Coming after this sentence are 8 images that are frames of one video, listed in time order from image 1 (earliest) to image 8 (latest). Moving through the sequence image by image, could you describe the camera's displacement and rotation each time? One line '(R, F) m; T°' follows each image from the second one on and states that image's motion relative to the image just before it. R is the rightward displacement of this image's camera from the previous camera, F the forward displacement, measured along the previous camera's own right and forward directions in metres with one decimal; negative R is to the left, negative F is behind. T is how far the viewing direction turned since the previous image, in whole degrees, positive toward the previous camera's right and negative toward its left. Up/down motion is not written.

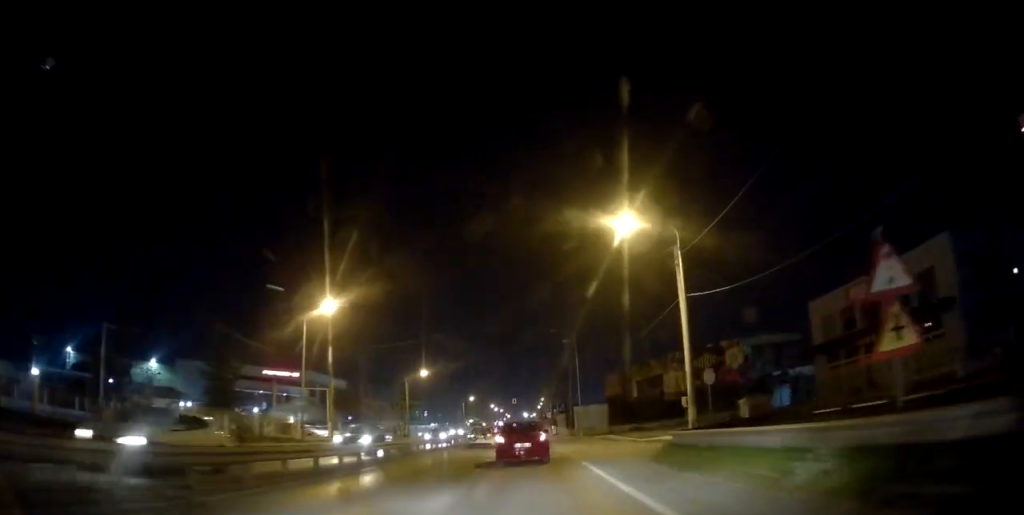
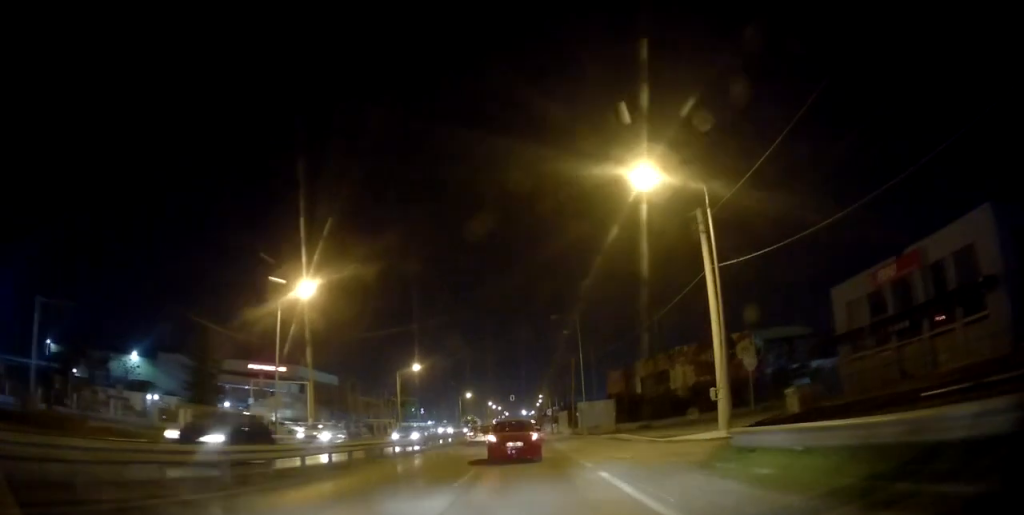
(-0.2, +4.9) m; -2°
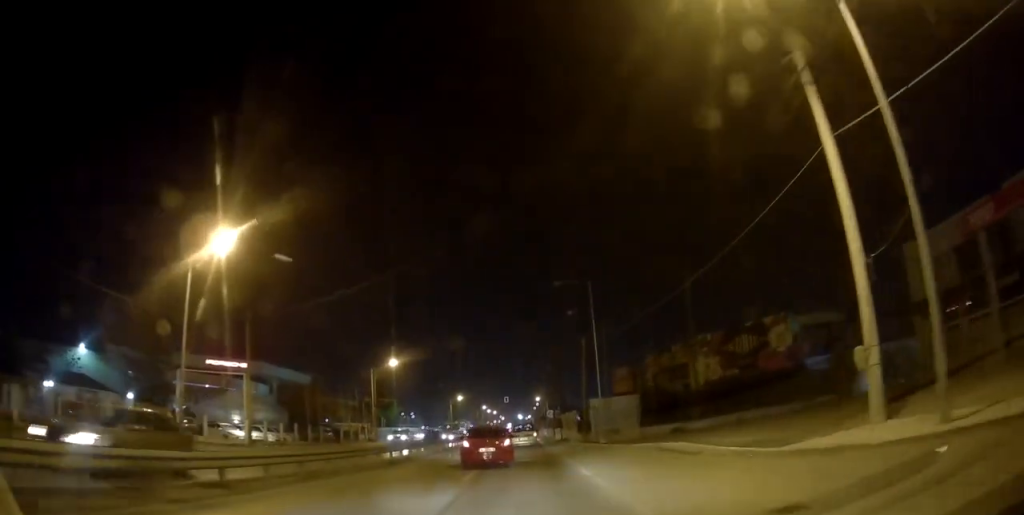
(-0.5, +12.0) m; -1°
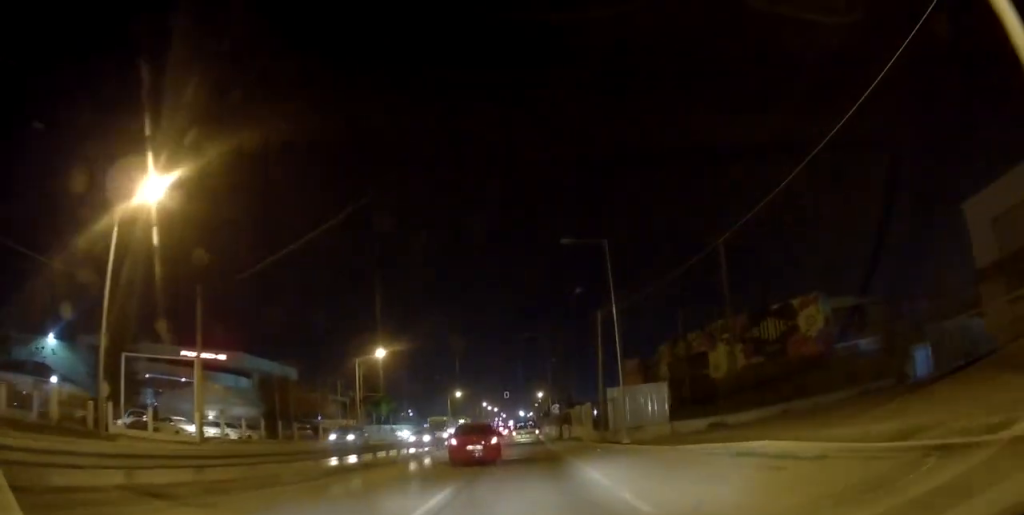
(-0.1, +7.0) m; +2°
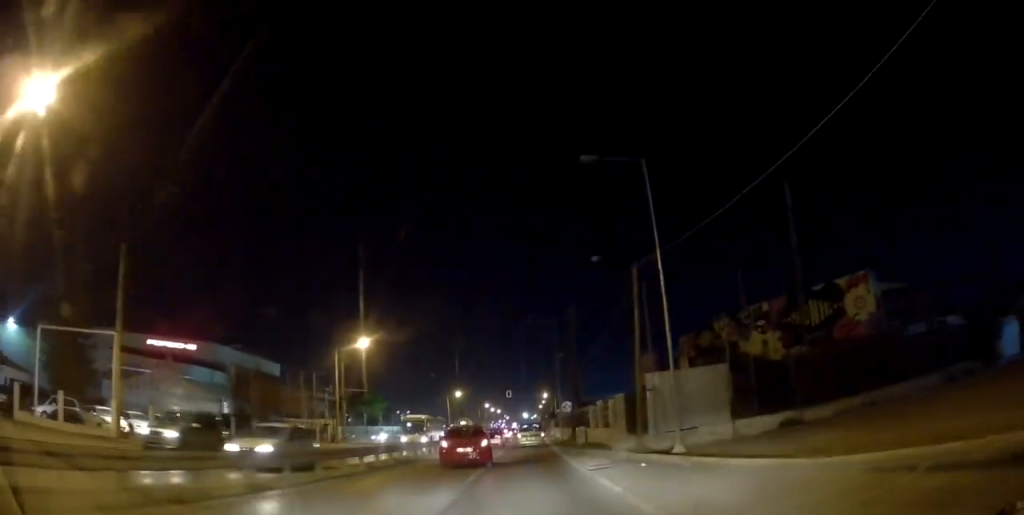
(+0.5, +8.0) m; +3°
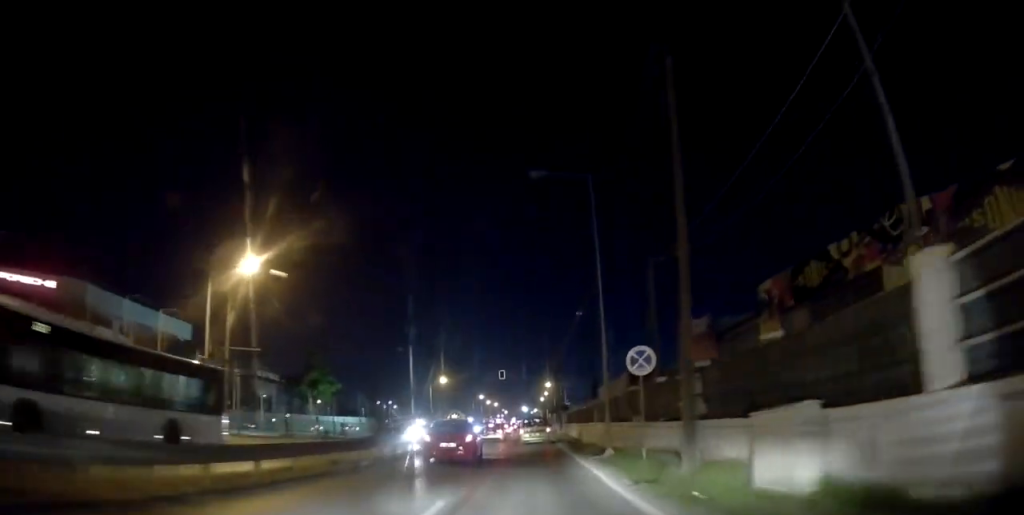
(-0.3, +23.5) m; -5°
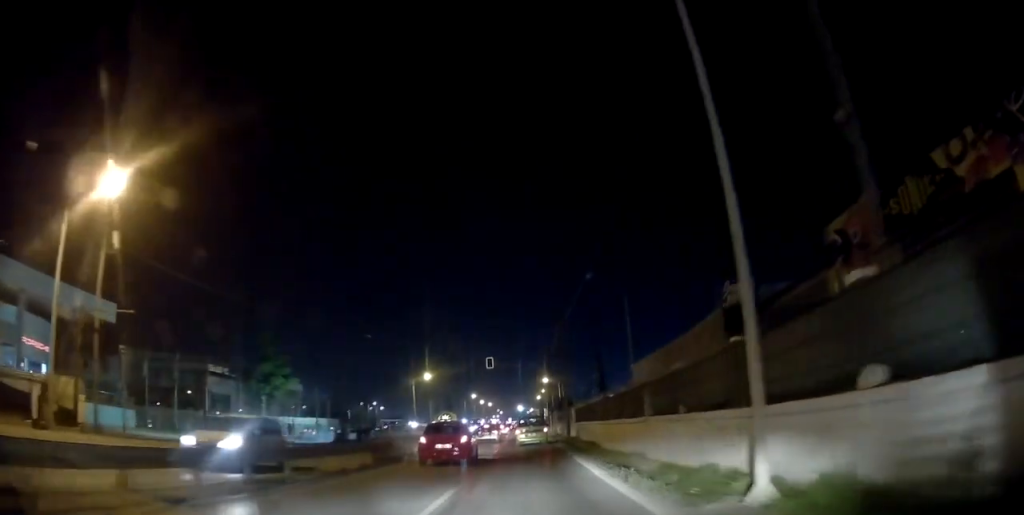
(-0.9, +12.2) m; -2°
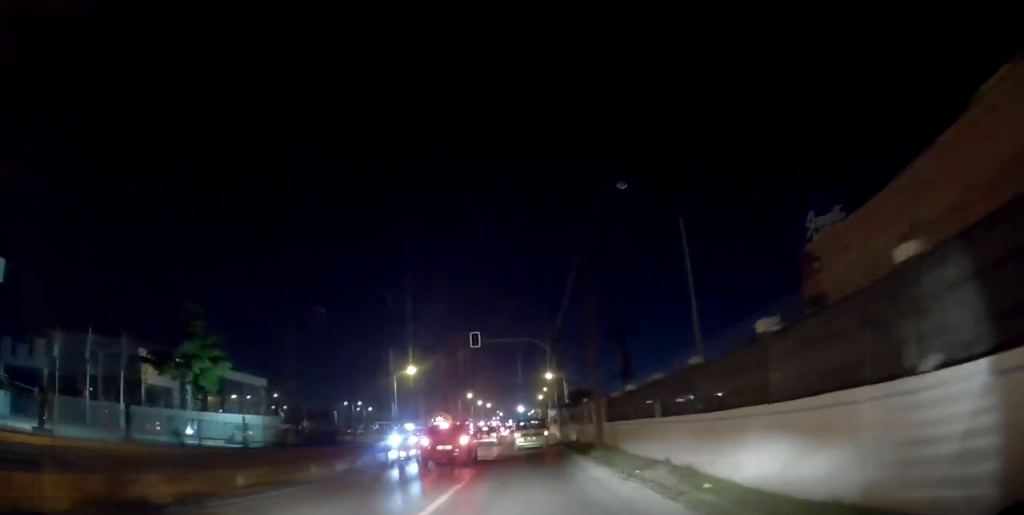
(+0.5, +14.2) m; +2°
